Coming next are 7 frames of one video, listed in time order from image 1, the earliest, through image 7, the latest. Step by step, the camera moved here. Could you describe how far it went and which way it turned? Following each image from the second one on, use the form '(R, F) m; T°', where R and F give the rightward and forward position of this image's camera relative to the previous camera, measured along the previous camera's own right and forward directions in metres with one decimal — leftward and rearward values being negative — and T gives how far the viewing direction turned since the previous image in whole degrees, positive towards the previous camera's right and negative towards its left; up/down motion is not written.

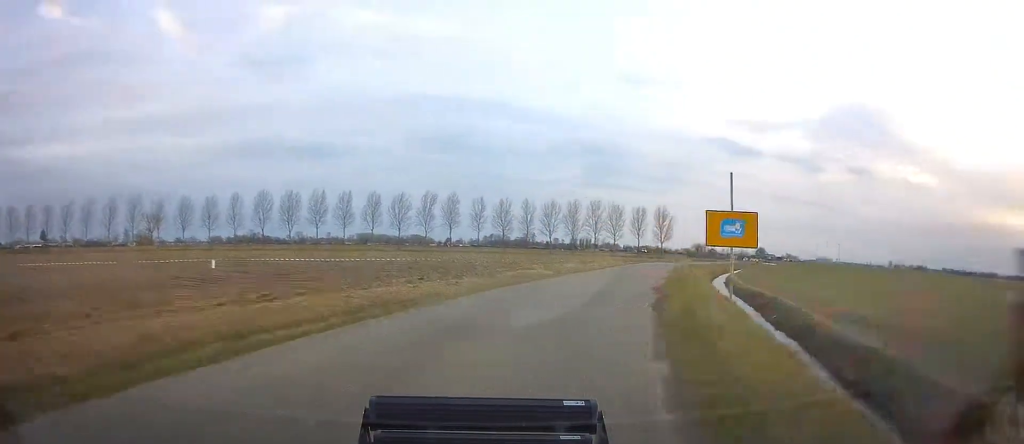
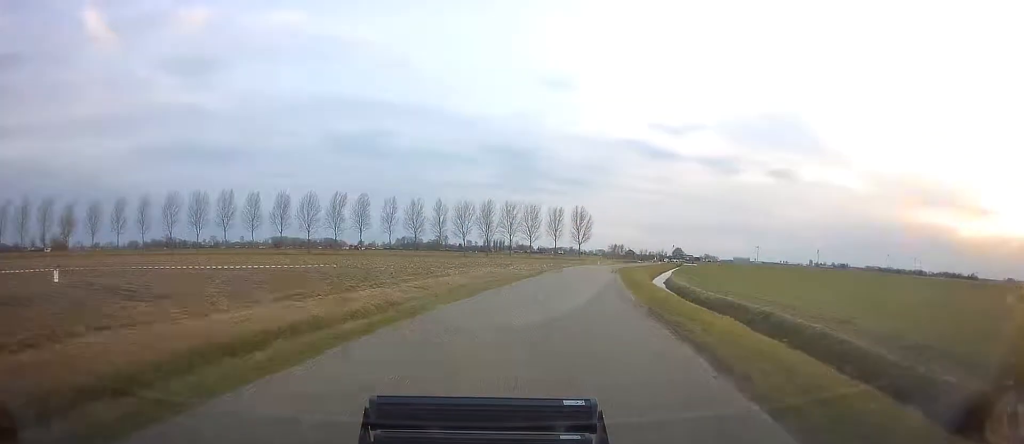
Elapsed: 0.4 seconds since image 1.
(+1.1, +8.4) m; +6°
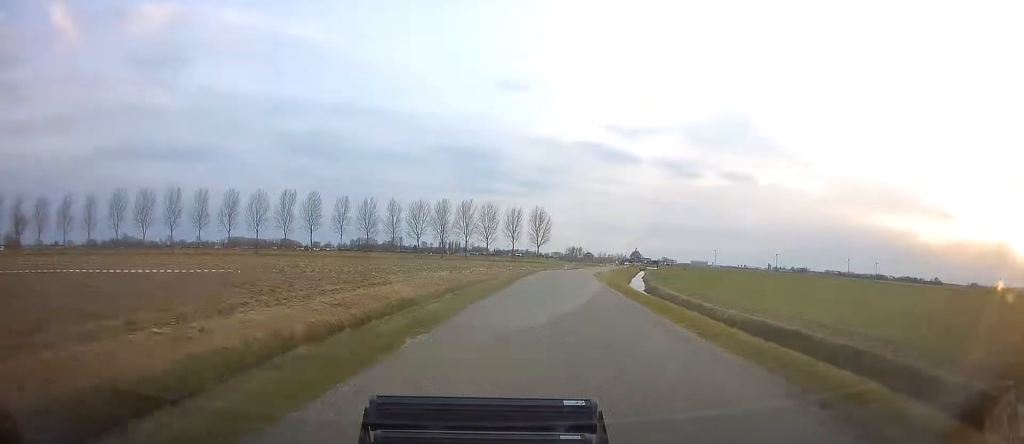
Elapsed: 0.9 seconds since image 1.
(+0.2, +9.7) m; +7°
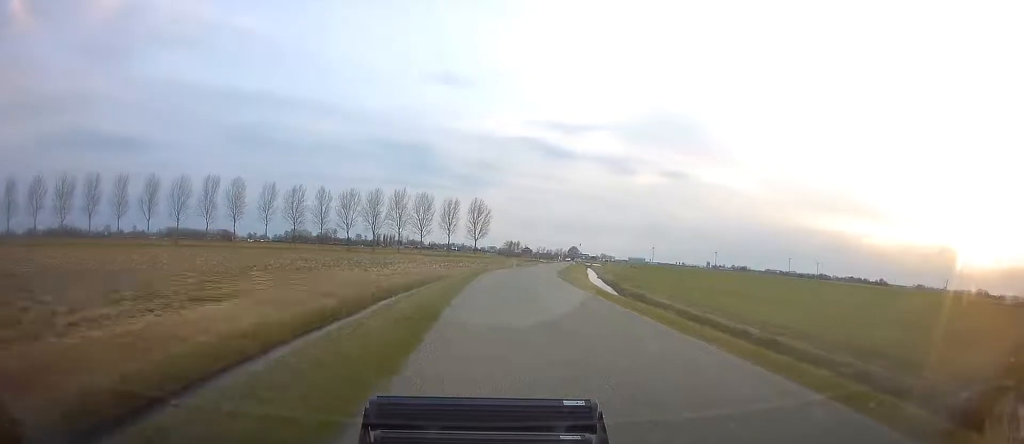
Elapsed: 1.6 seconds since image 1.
(+1.5, +14.9) m; +6°
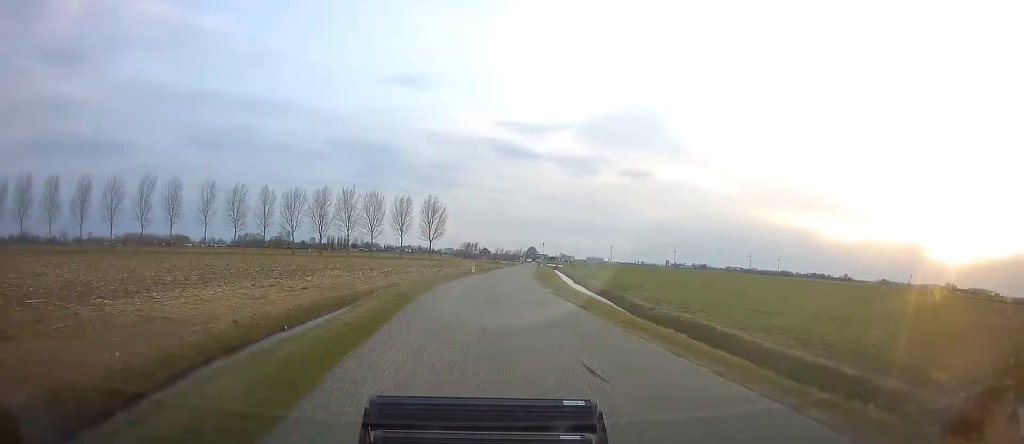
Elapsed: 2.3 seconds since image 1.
(+0.8, +15.9) m; +5°
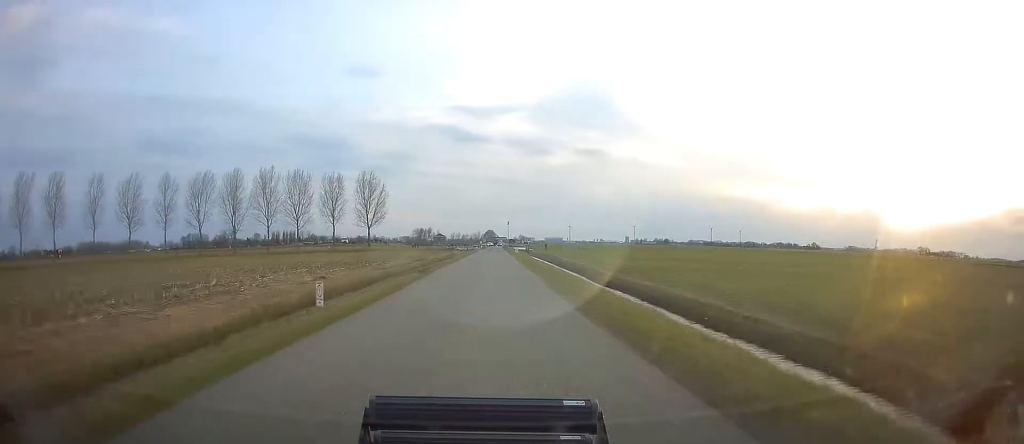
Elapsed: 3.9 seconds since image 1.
(+2.0, +38.6) m; +5°
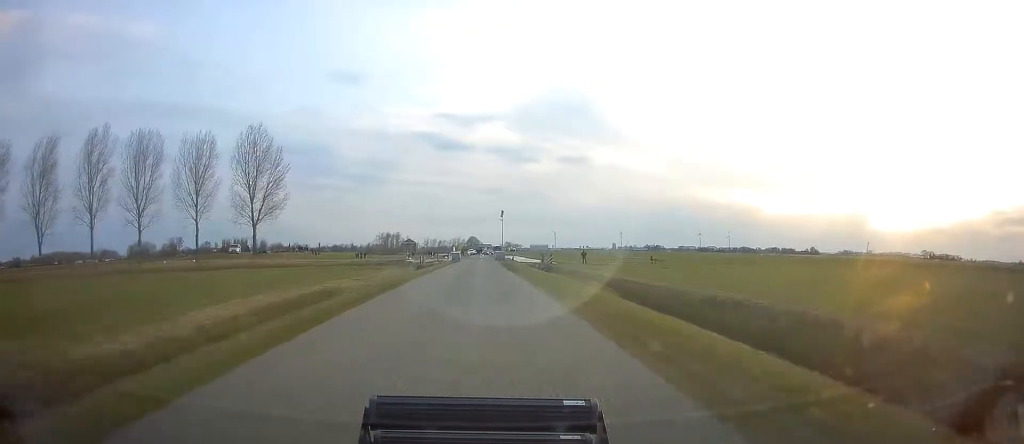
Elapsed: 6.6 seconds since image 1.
(+1.0, +76.5) m; +2°
